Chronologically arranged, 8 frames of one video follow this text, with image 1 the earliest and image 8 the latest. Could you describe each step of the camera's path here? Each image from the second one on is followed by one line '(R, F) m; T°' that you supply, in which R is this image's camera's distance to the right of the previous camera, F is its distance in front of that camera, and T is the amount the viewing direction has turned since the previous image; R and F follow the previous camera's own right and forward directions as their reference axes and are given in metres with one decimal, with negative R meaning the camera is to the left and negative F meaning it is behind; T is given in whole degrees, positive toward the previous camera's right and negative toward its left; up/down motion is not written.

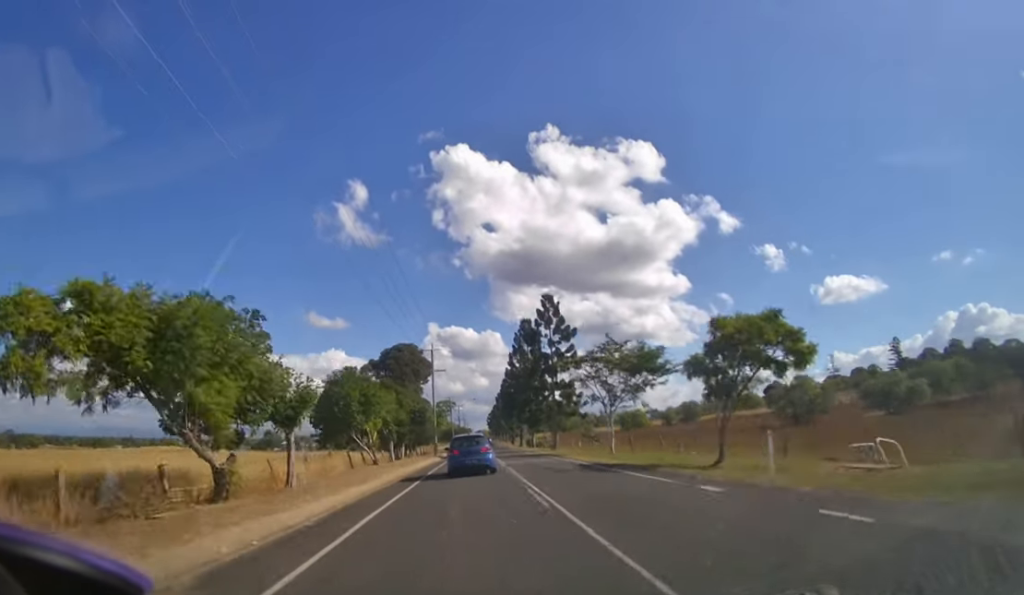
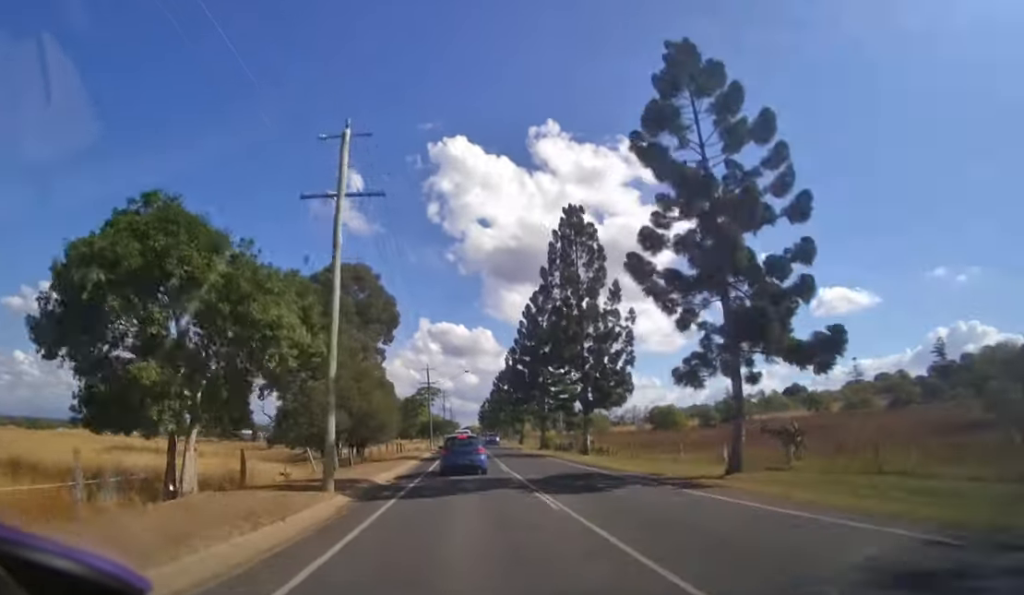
(+0.4, +31.3) m; +2°
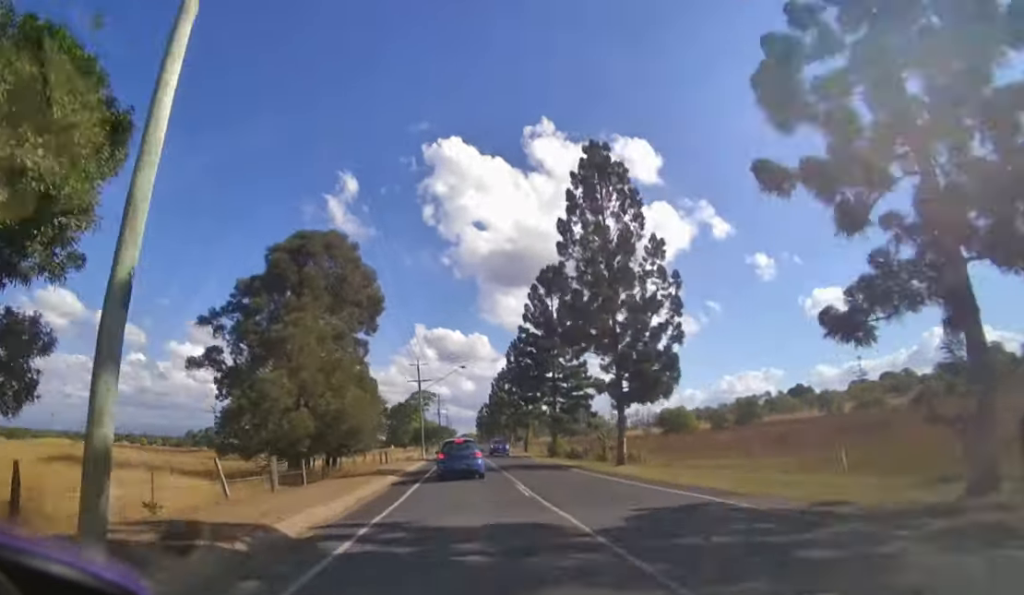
(0.0, +7.8) m; 0°
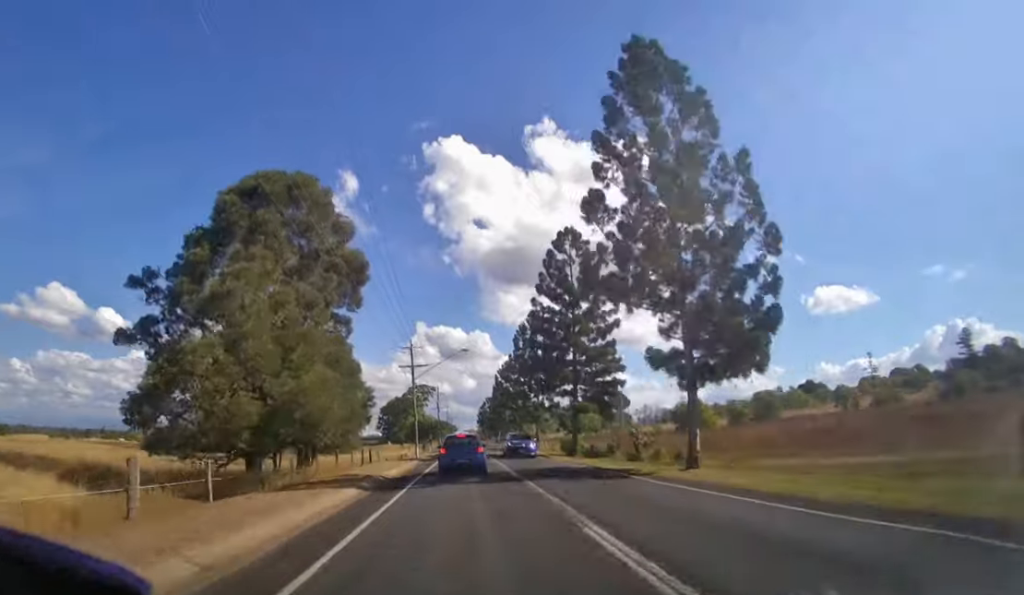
(0.0, +7.9) m; 0°
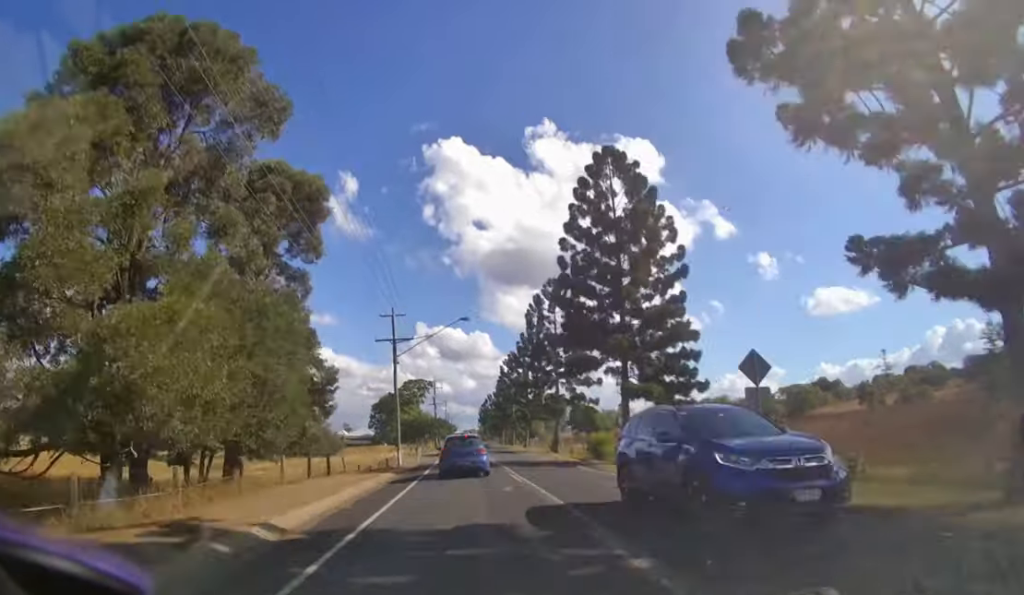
(0.0, +12.7) m; 0°
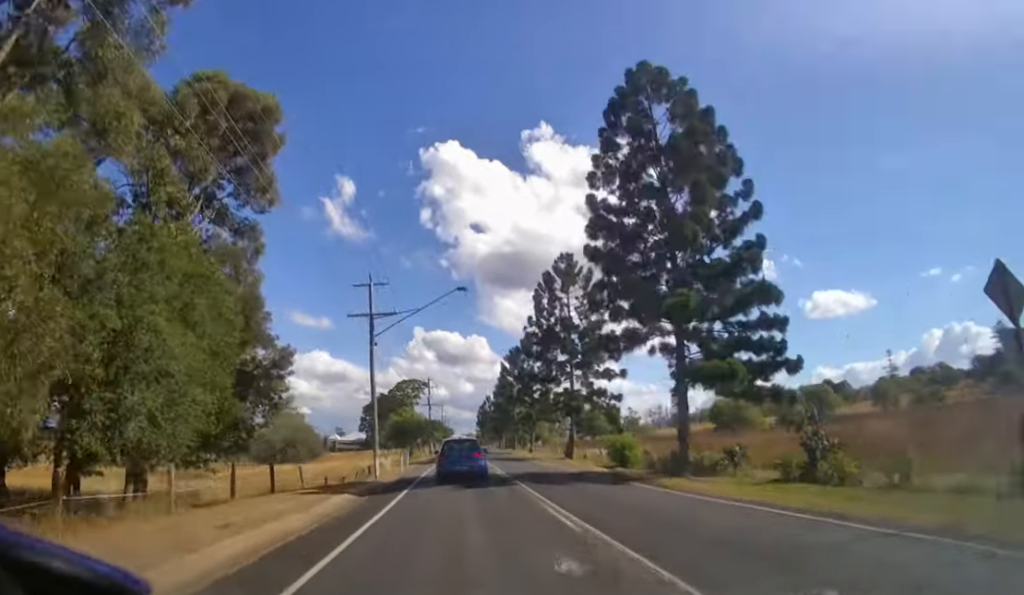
(0.0, +8.6) m; 0°
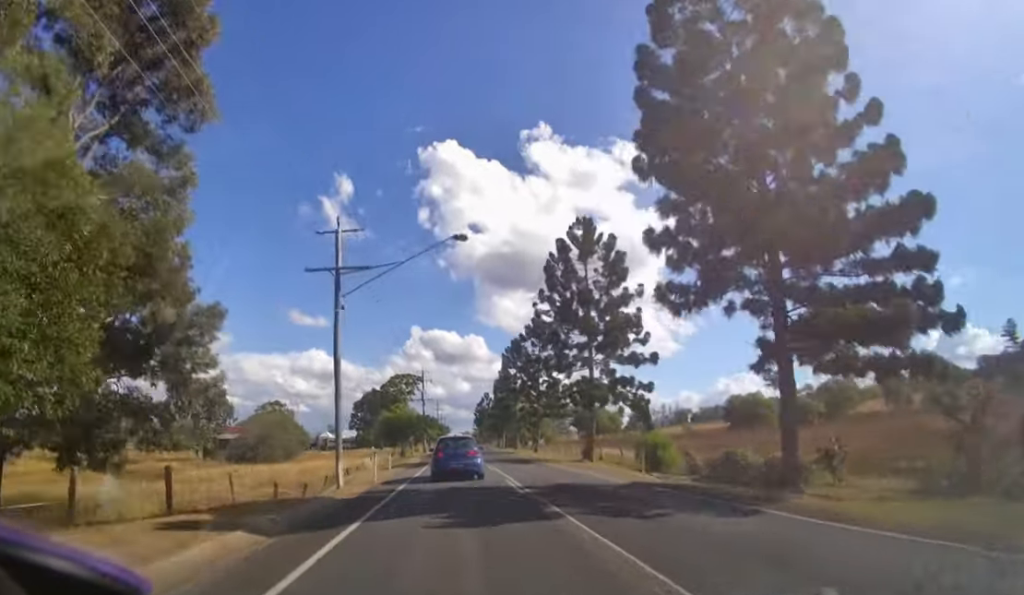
(0.0, +7.9) m; 0°
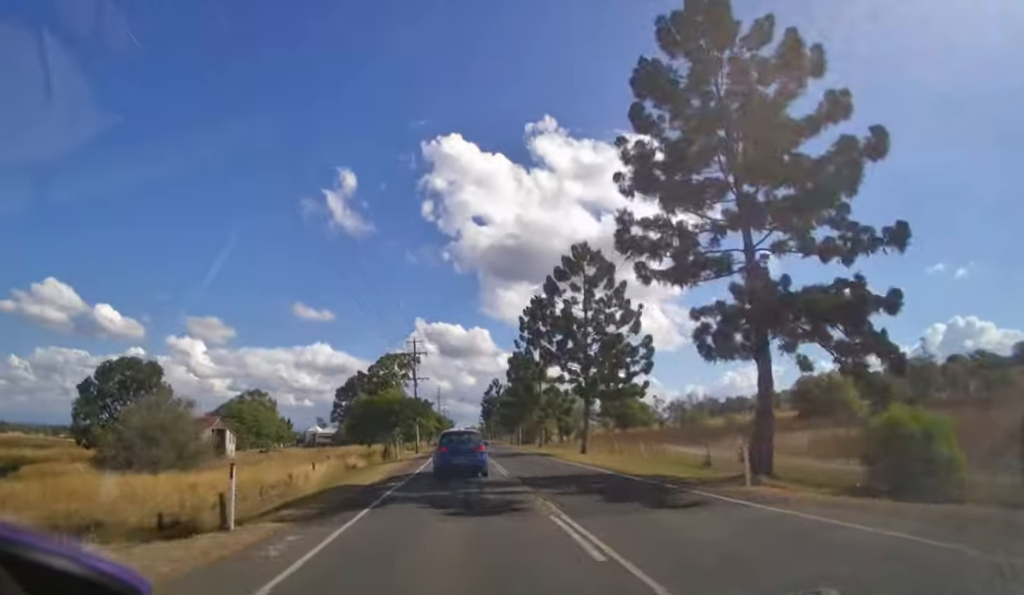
(-0.1, +21.4) m; 0°
